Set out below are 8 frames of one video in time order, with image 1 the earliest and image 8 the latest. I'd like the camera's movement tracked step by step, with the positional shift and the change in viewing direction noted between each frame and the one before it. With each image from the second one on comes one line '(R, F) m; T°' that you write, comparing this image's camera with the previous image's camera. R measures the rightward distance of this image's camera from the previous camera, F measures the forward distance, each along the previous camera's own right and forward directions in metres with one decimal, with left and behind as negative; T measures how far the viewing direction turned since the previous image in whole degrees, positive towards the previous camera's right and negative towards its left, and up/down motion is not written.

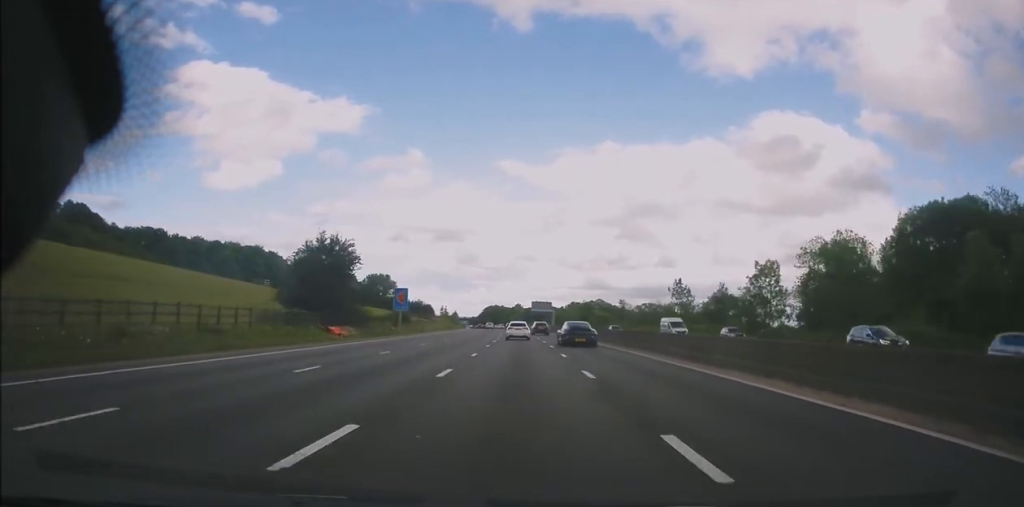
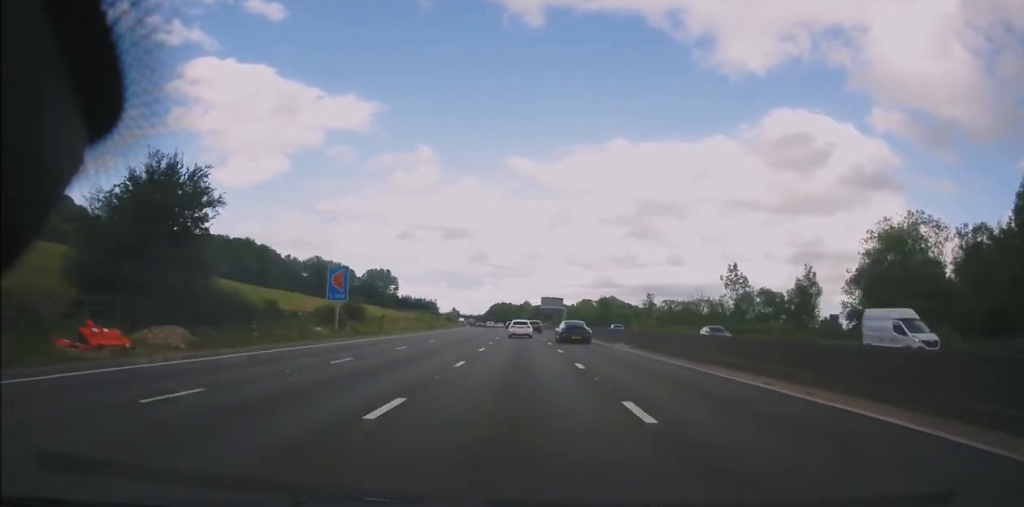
(-0.3, +24.0) m; -2°
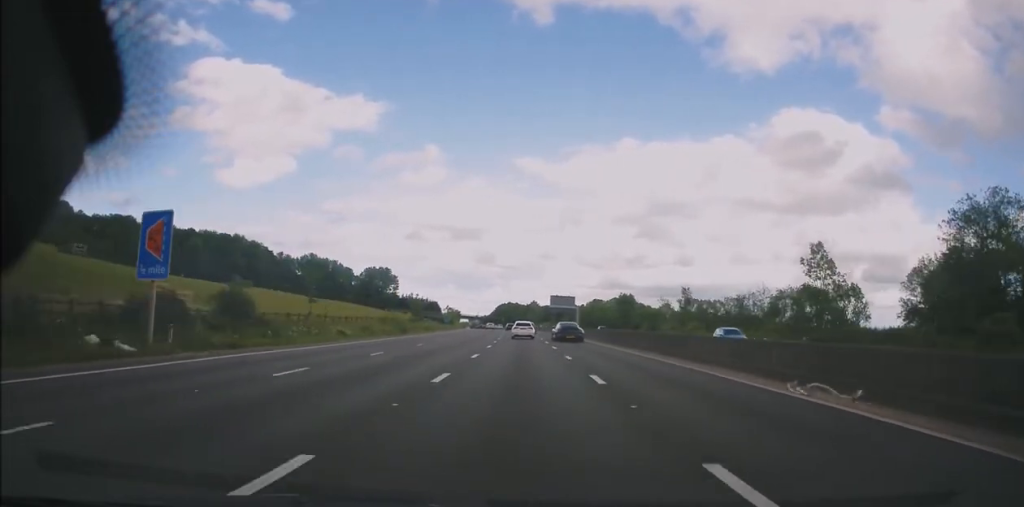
(-0.5, +22.3) m; 0°
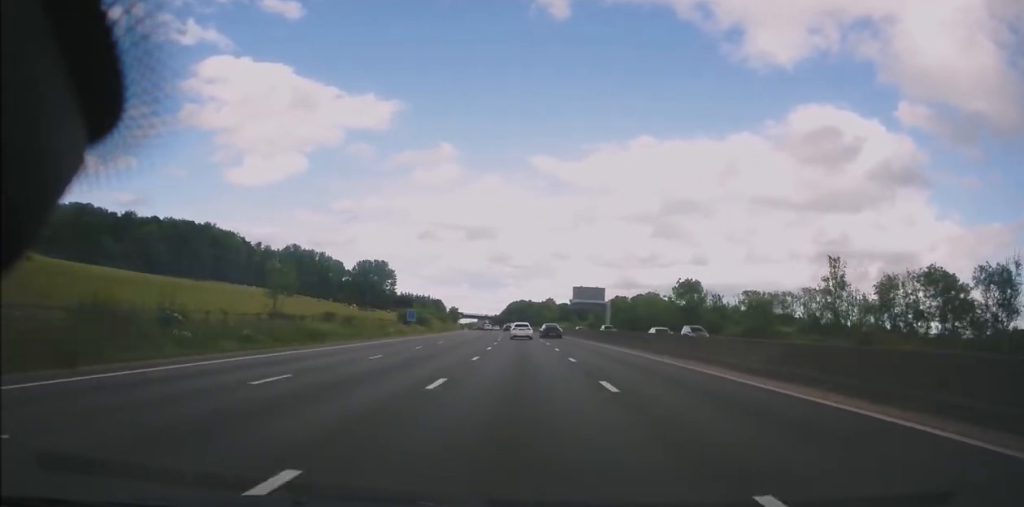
(+0.3, +45.7) m; -1°
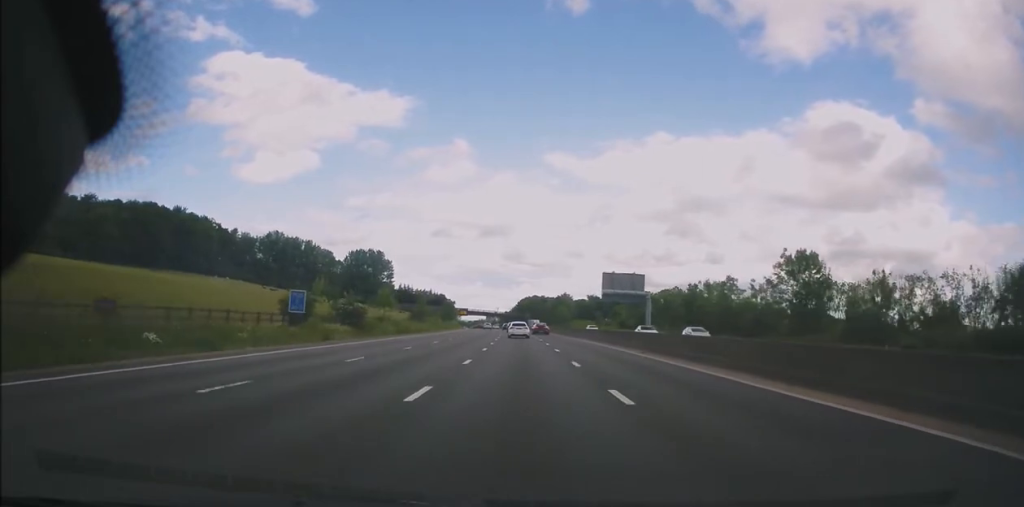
(-0.9, +37.8) m; -1°
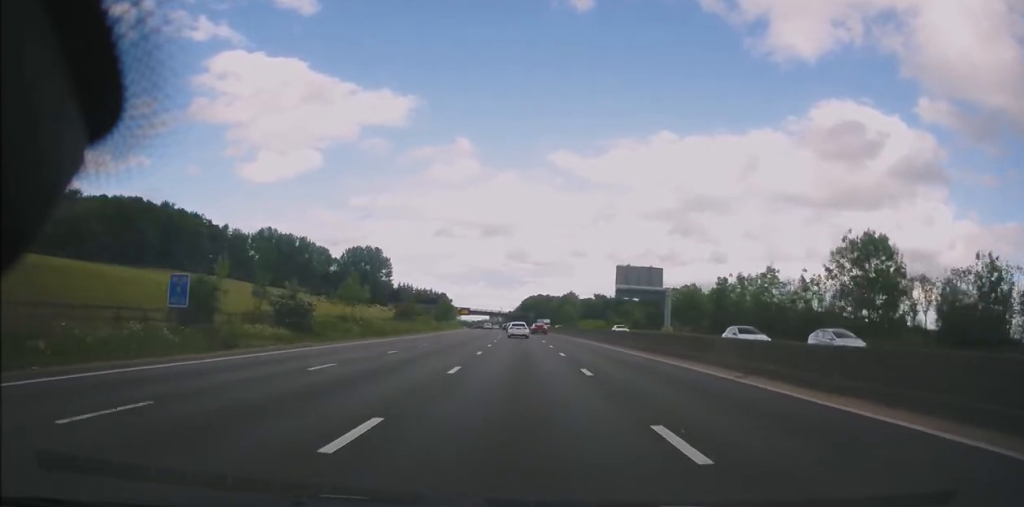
(+0.1, +12.5) m; 0°
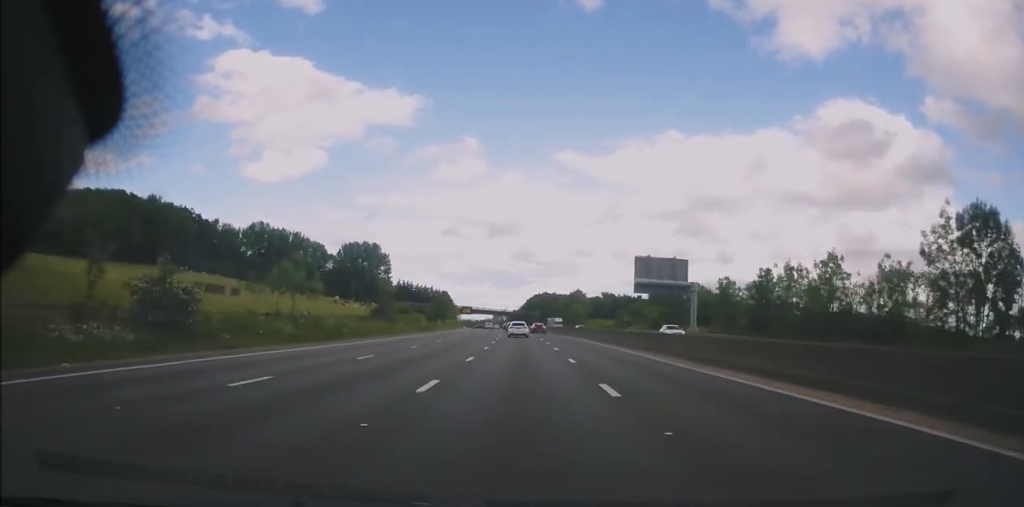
(+0.3, +13.5) m; 0°
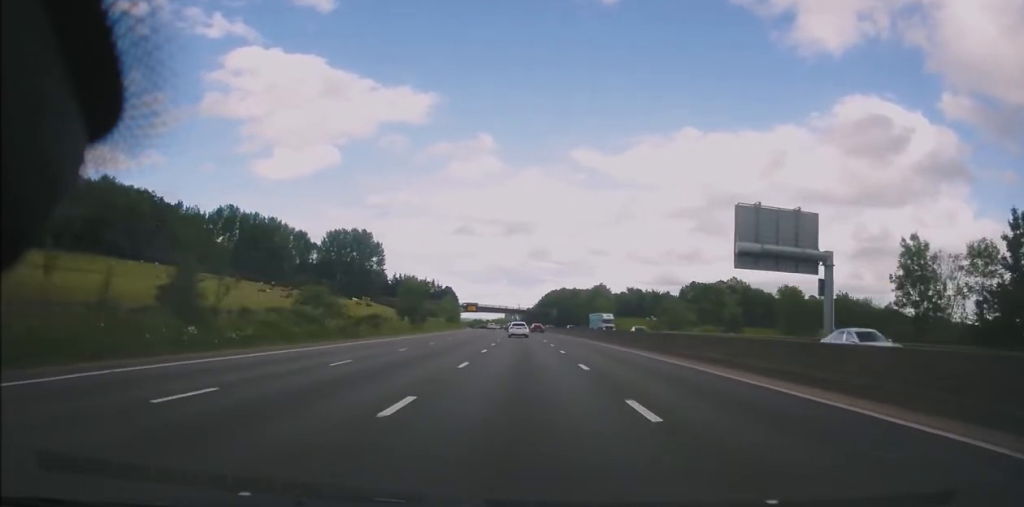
(-1.1, +39.9) m; -2°
